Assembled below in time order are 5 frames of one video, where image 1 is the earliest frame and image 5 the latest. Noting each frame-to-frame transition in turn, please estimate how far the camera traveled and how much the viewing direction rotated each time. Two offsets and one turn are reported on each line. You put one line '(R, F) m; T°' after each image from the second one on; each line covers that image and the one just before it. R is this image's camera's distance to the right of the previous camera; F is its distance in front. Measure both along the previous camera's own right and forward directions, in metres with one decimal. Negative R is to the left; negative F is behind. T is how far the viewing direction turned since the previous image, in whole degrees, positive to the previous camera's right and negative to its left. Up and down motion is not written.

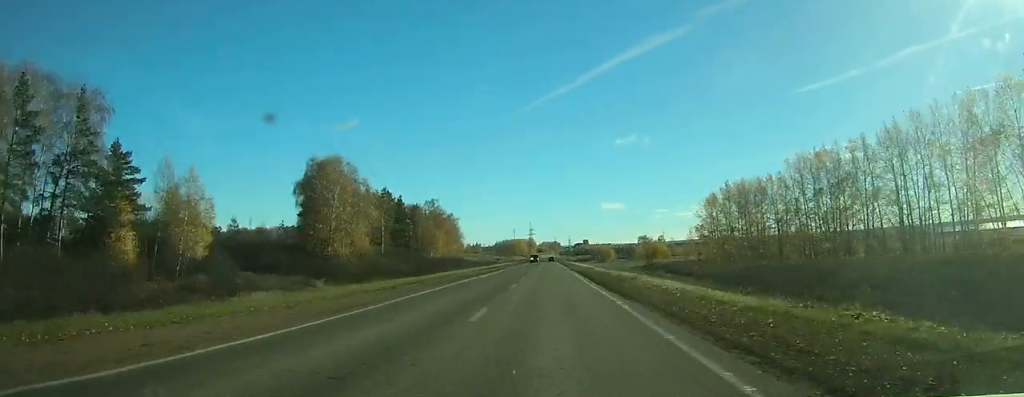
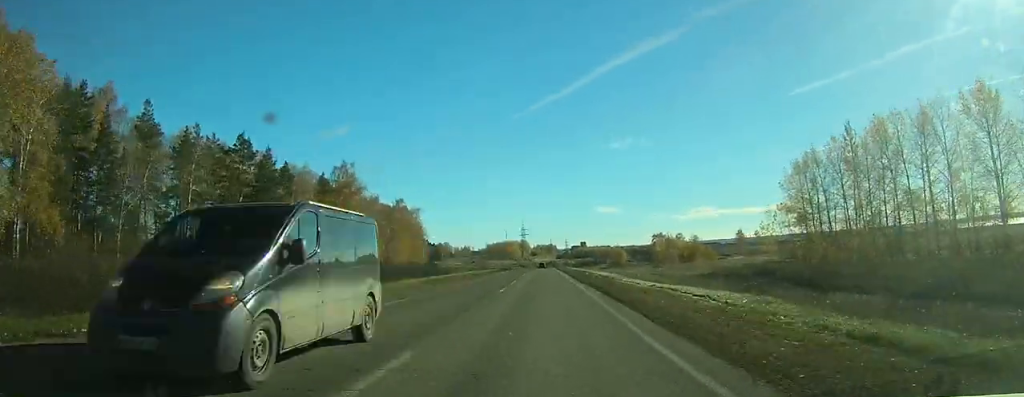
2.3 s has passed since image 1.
(-0.1, +71.0) m; 0°
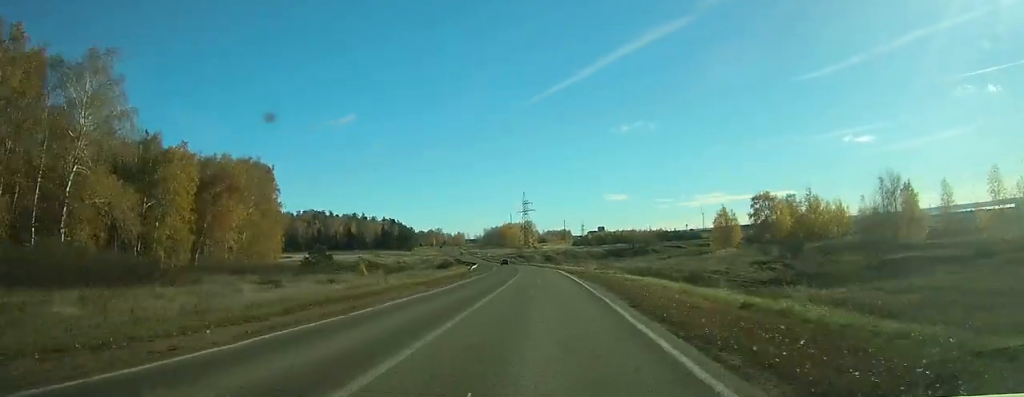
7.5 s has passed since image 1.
(-0.9, +157.1) m; -1°
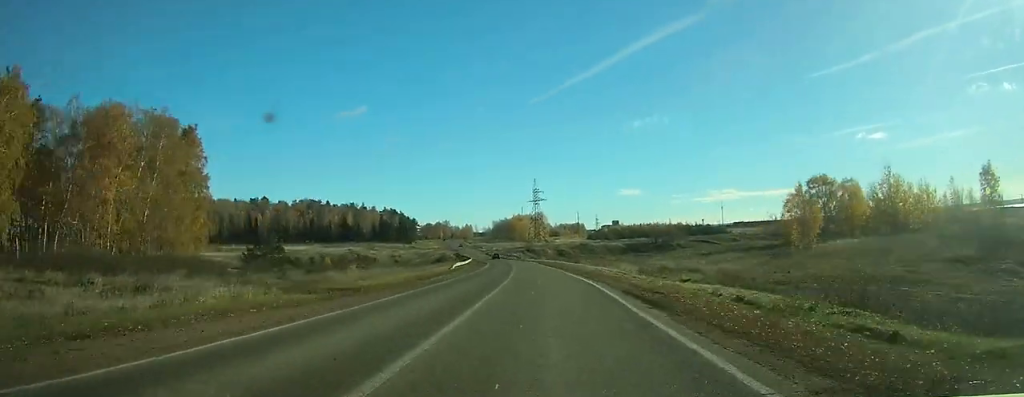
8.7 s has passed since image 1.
(-0.2, +31.9) m; -1°
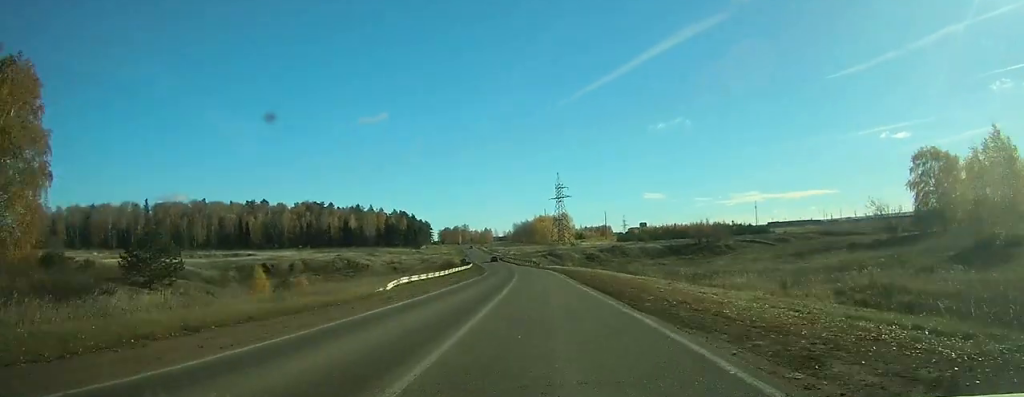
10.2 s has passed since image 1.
(-0.5, +37.9) m; -2°
